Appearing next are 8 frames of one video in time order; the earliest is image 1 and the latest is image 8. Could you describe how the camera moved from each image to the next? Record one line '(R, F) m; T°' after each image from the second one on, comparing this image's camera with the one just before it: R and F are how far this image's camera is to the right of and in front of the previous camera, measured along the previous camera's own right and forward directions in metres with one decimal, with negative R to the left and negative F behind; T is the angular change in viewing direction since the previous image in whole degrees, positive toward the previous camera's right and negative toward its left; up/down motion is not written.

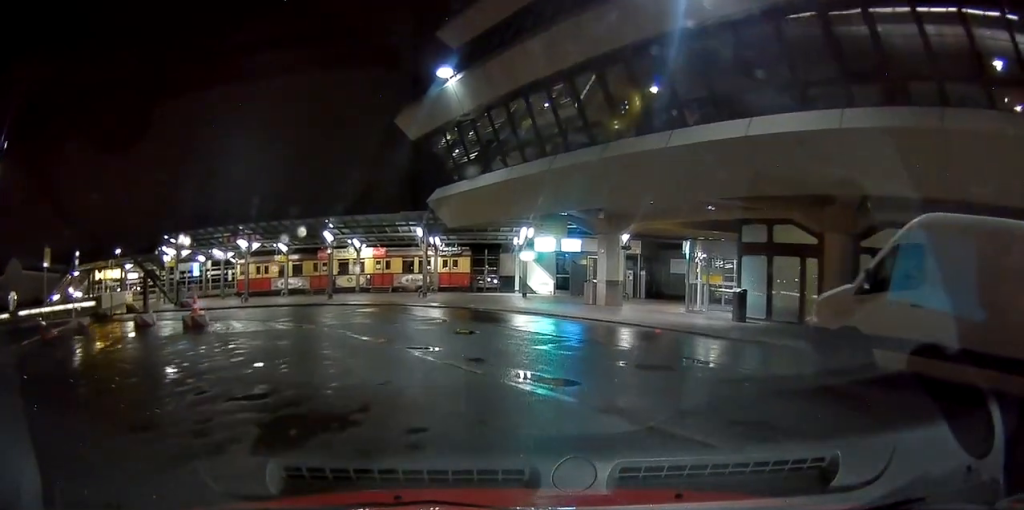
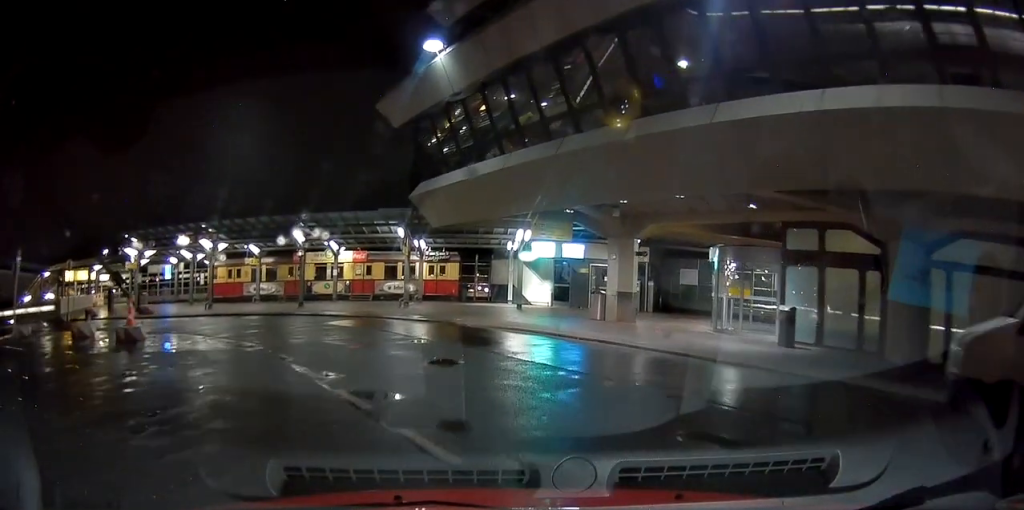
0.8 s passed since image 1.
(0.0, +3.4) m; 0°
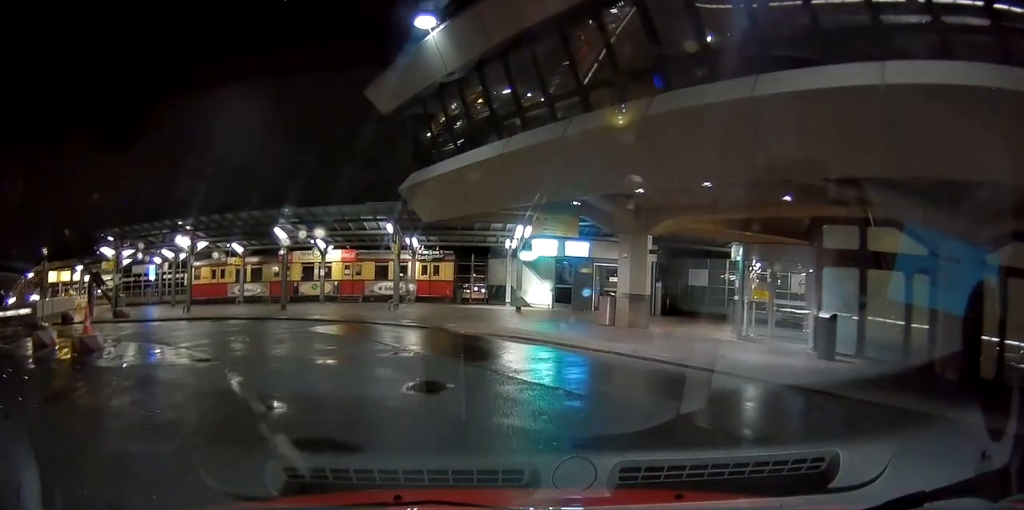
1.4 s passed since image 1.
(0.0, +2.1) m; -1°
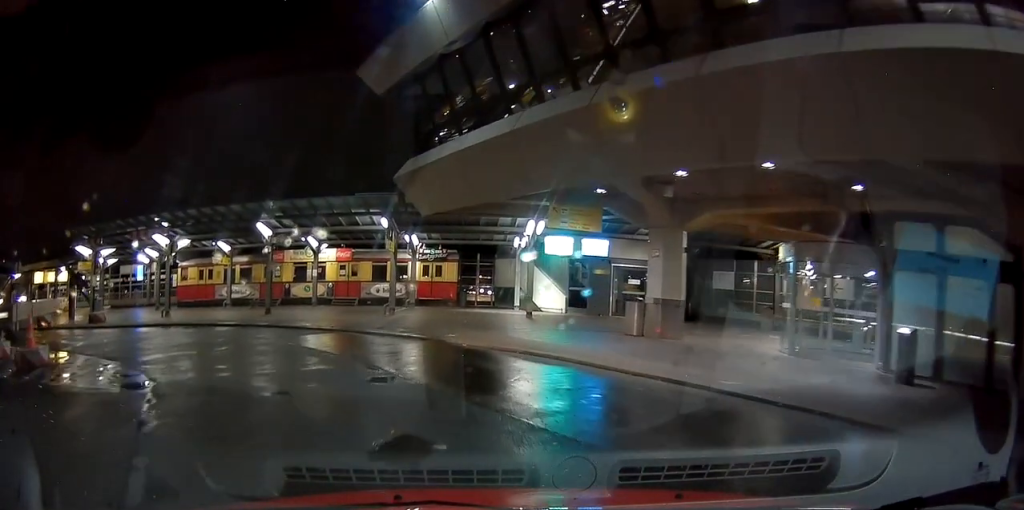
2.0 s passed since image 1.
(-0.1, +2.5) m; -2°
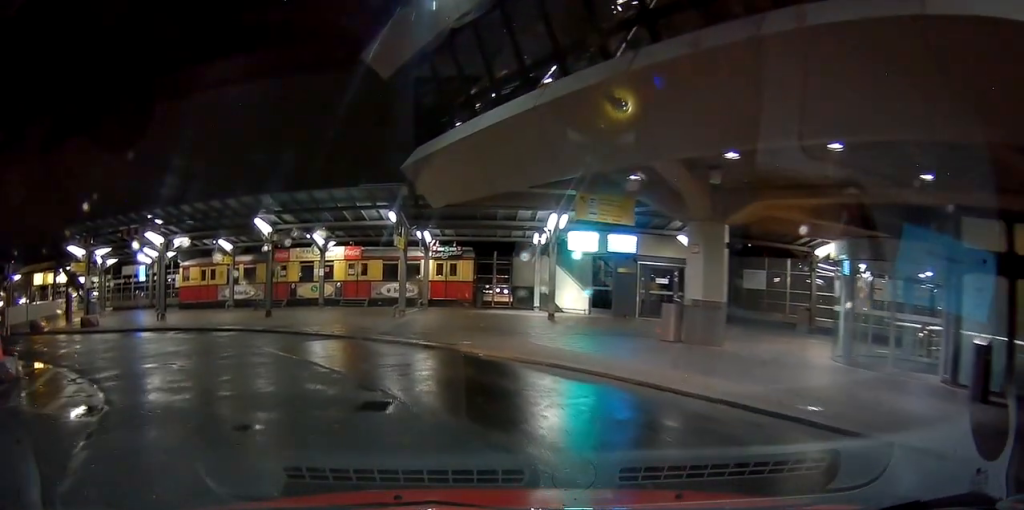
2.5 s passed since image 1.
(-0.1, +1.8) m; -1°
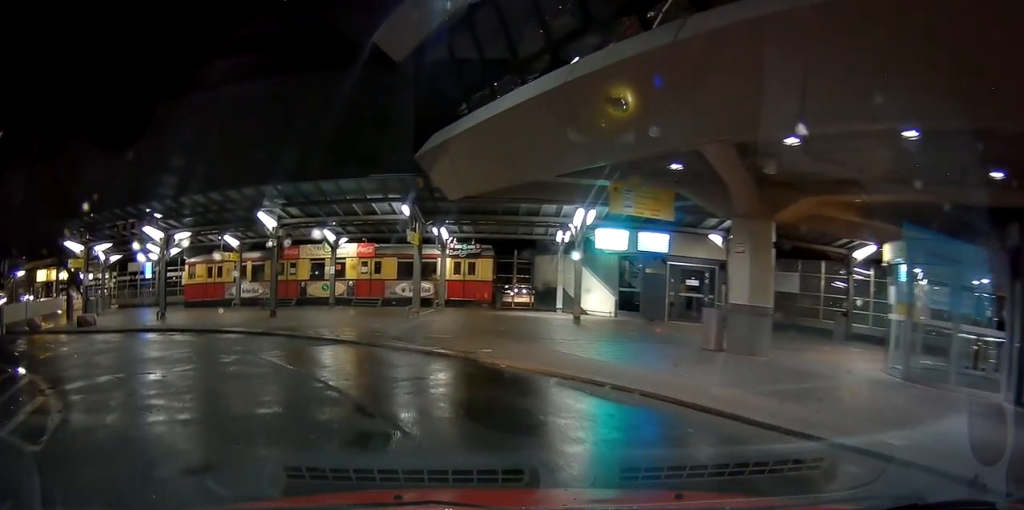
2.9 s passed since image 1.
(0.0, +1.5) m; -1°
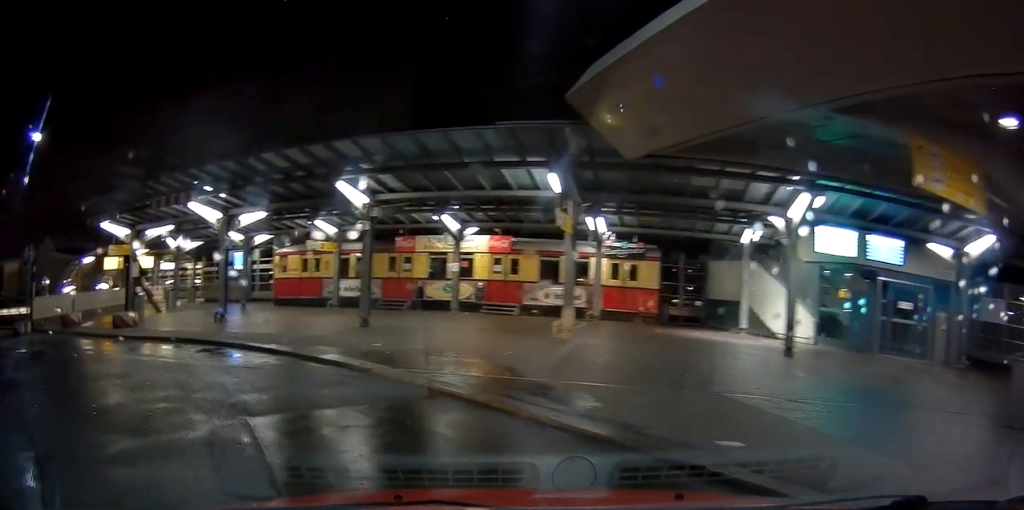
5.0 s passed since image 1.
(-0.8, +6.1) m; -25°
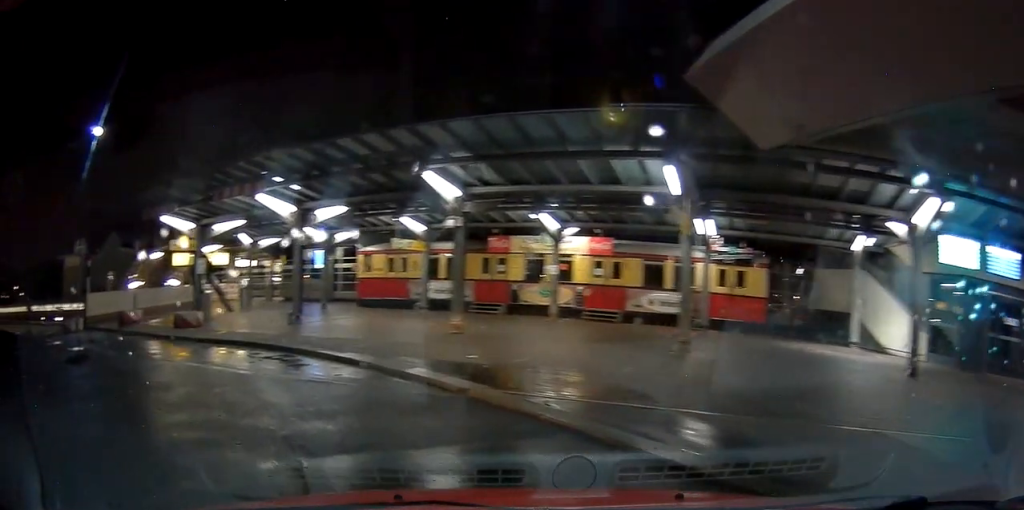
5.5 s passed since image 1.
(-0.3, +1.5) m; -7°
